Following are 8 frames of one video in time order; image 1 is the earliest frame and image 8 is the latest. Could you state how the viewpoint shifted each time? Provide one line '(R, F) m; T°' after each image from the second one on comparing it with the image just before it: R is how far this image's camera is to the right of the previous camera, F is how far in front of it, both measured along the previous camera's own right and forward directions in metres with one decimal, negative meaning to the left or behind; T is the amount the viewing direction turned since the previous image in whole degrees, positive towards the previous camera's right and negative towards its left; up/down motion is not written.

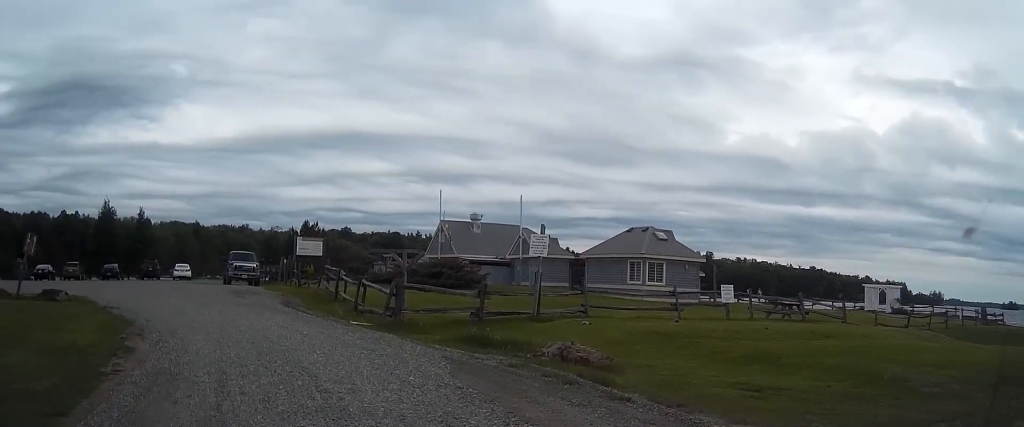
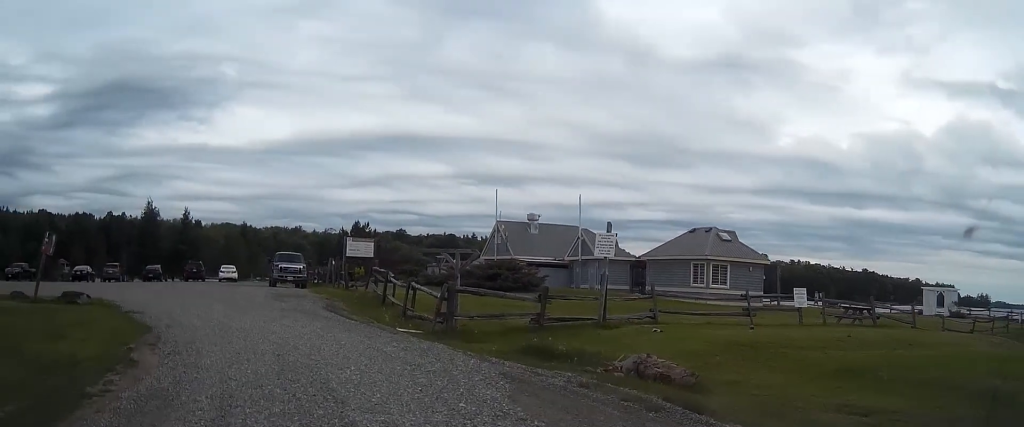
(0.0, +1.9) m; -2°
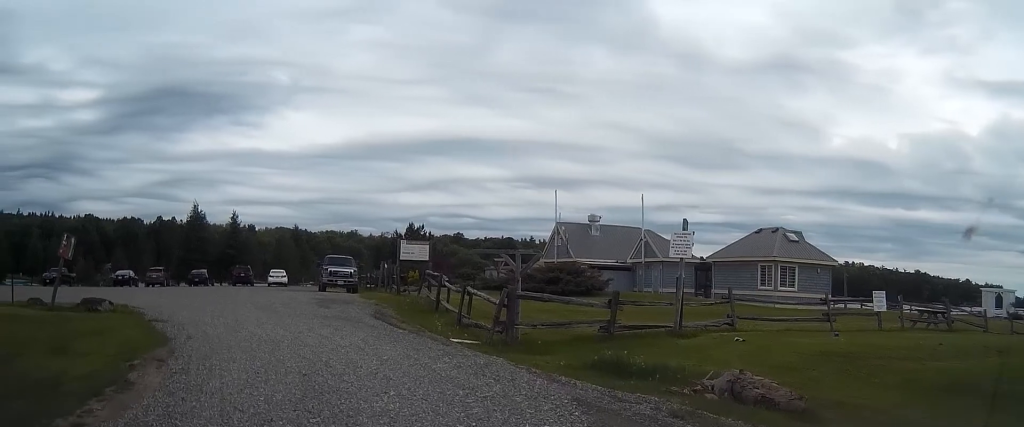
(-0.1, +1.9) m; -4°
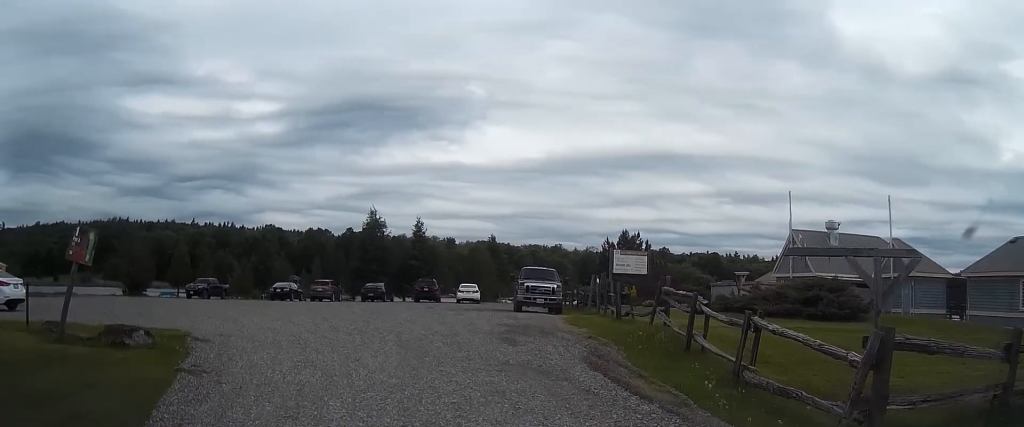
(-1.1, +8.3) m; -15°
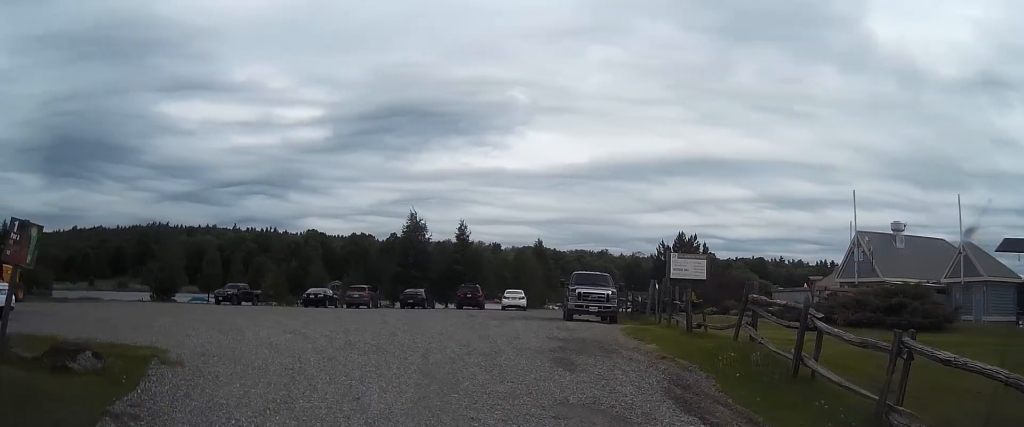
(-0.2, +3.0) m; -5°
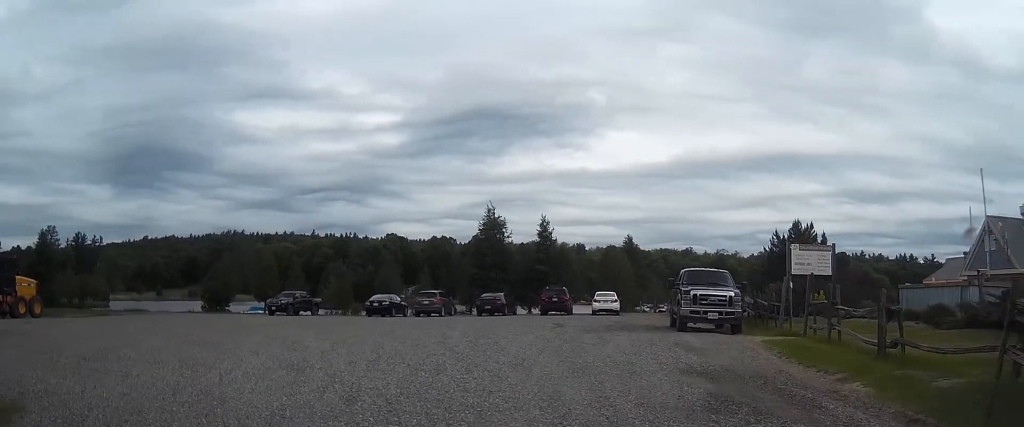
(-0.4, +5.5) m; -12°
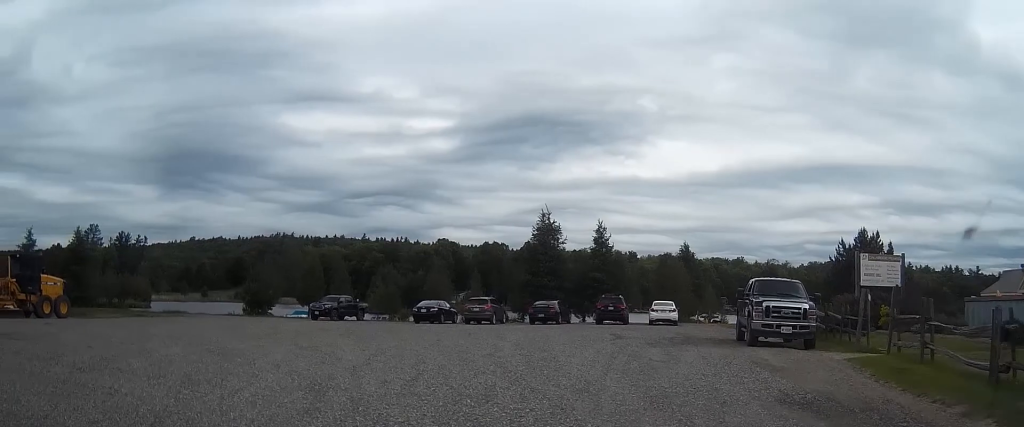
(-0.1, +1.7) m; -6°
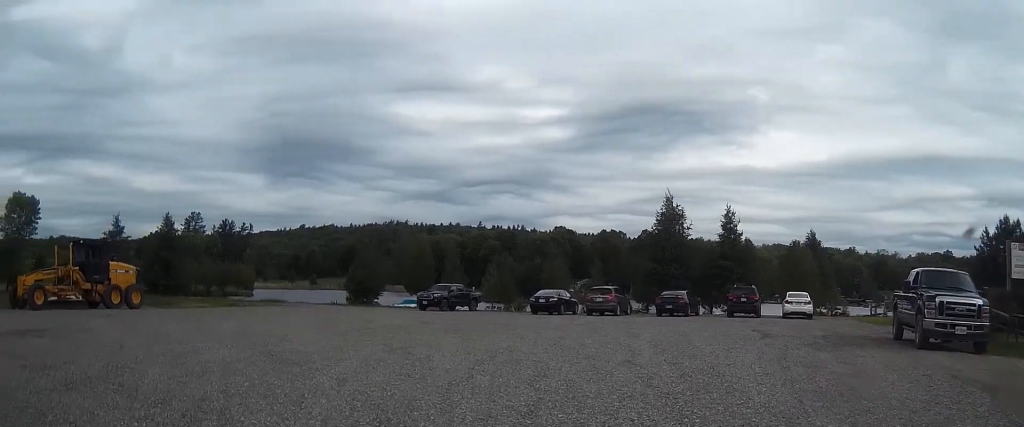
(-0.4, +3.1) m; -14°
